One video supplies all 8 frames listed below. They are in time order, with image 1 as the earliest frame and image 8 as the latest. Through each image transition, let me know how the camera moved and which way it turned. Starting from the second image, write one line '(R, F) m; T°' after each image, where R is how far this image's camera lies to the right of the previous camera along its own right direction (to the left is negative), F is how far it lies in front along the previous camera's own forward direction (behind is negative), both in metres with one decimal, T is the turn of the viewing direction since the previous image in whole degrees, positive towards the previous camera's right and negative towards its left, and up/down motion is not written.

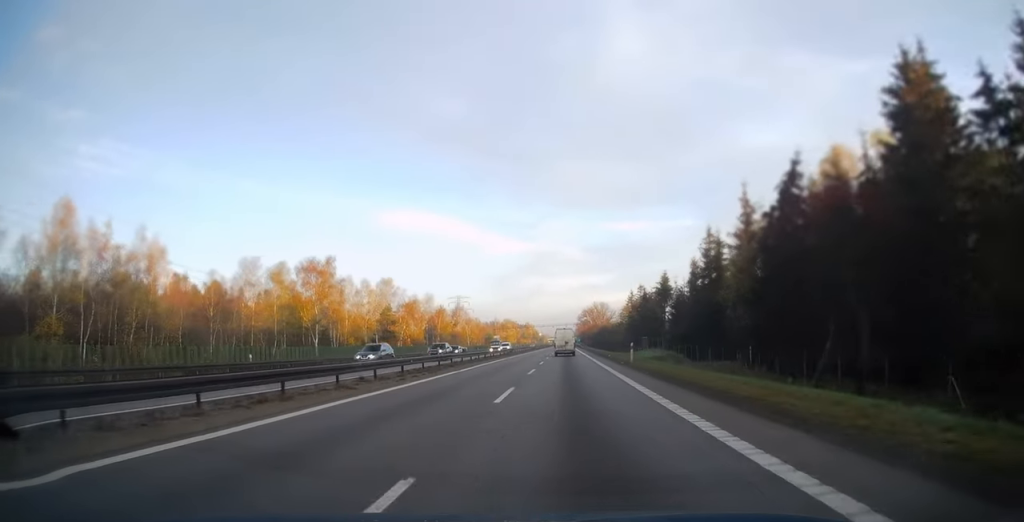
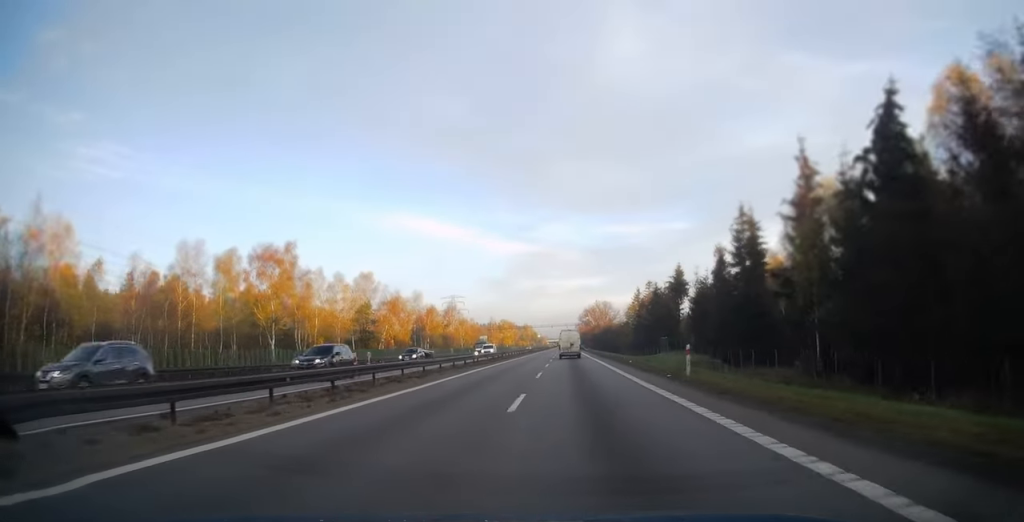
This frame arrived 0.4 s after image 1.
(0.0, +13.5) m; 0°
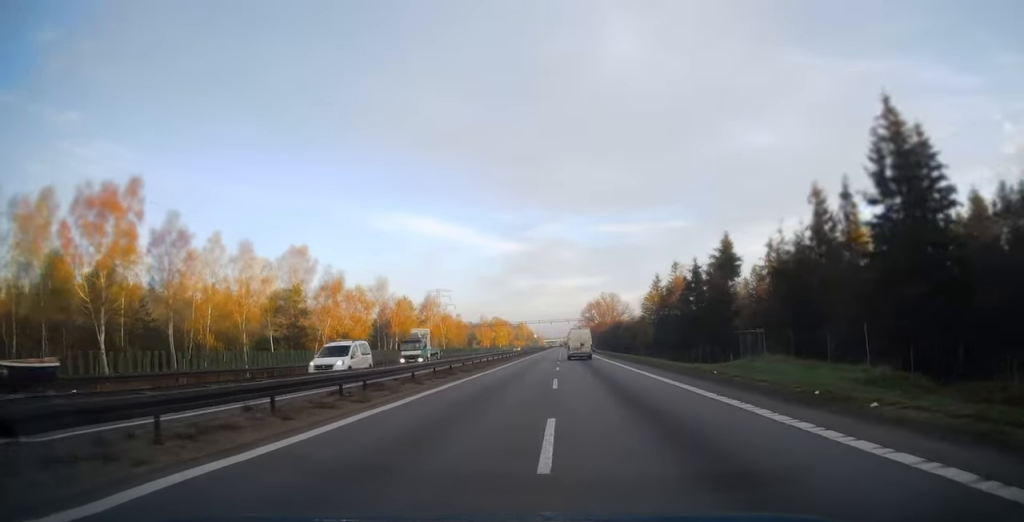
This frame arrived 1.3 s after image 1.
(+0.1, +29.5) m; 0°
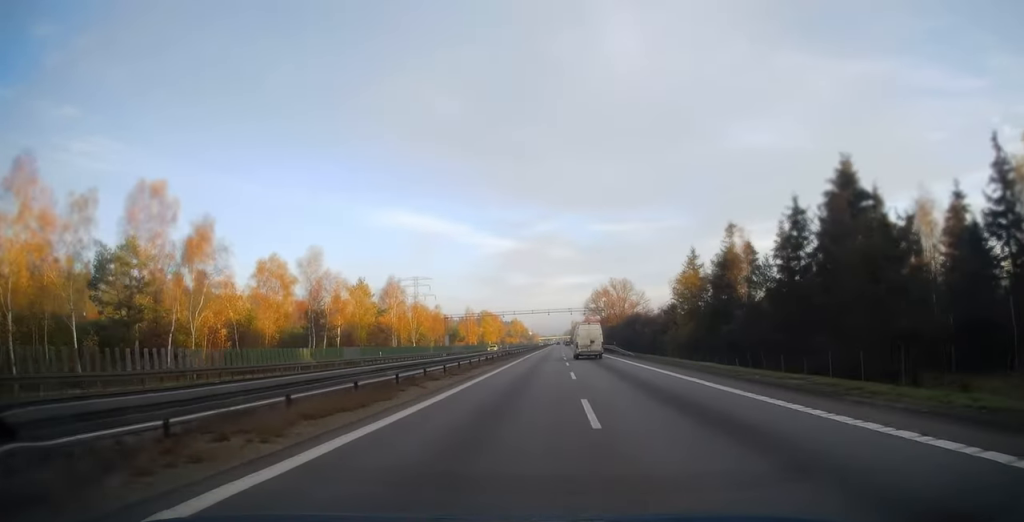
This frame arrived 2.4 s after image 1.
(+0.2, +32.8) m; 0°
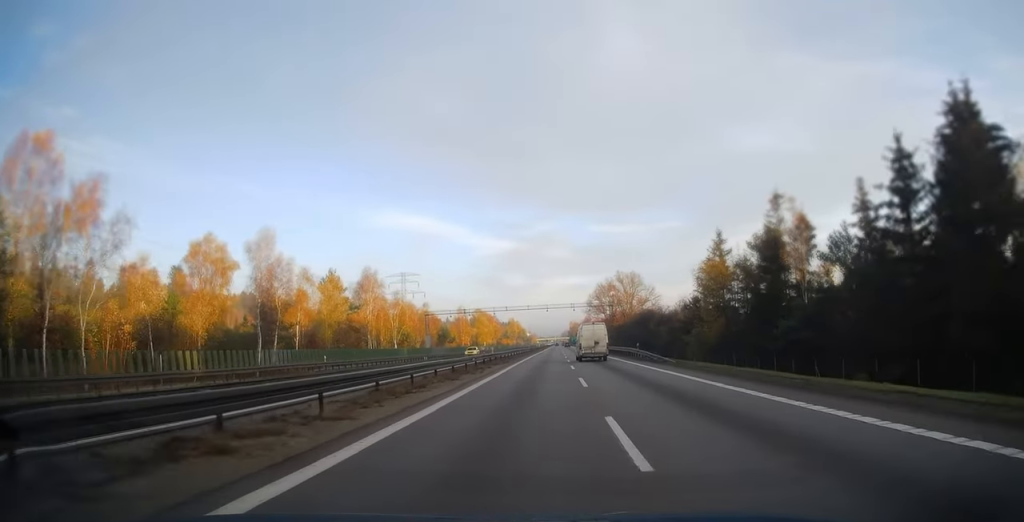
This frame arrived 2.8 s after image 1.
(0.0, +15.0) m; 0°
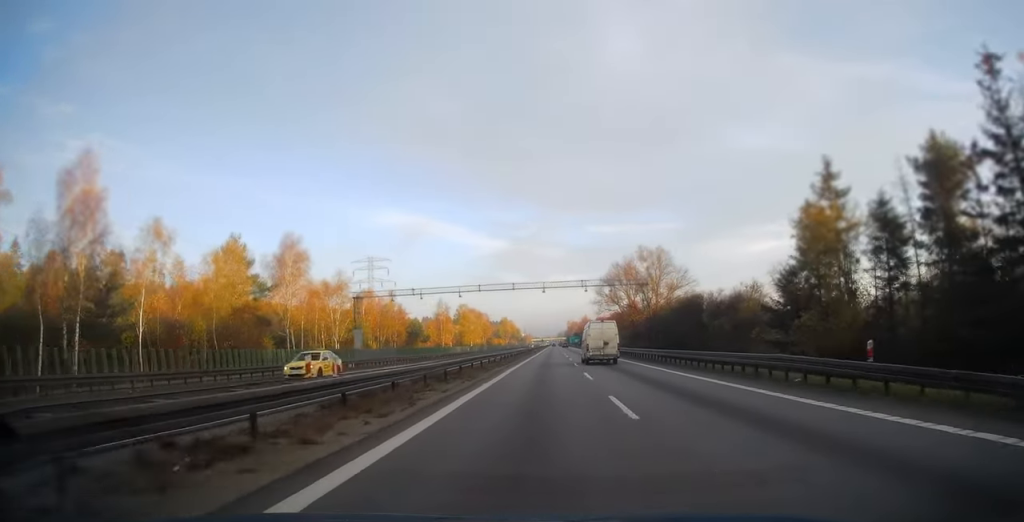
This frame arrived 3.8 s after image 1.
(+0.1, +31.7) m; 0°
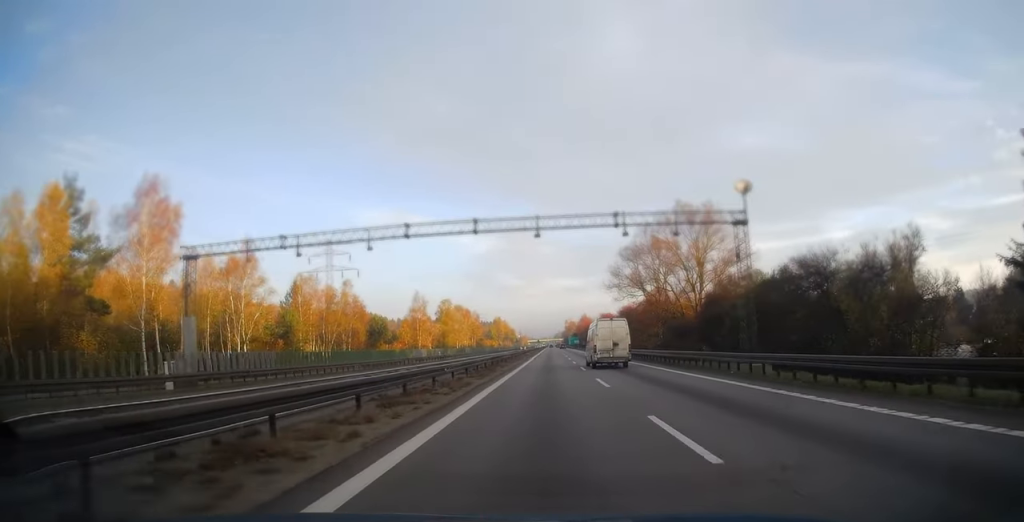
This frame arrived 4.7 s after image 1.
(+0.1, +28.0) m; 0°
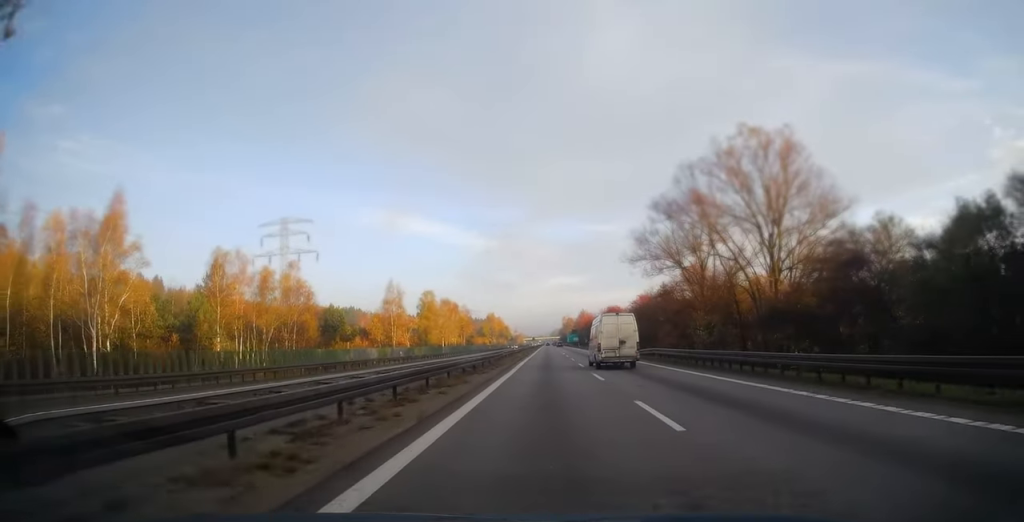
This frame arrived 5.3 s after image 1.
(0.0, +21.5) m; 0°
